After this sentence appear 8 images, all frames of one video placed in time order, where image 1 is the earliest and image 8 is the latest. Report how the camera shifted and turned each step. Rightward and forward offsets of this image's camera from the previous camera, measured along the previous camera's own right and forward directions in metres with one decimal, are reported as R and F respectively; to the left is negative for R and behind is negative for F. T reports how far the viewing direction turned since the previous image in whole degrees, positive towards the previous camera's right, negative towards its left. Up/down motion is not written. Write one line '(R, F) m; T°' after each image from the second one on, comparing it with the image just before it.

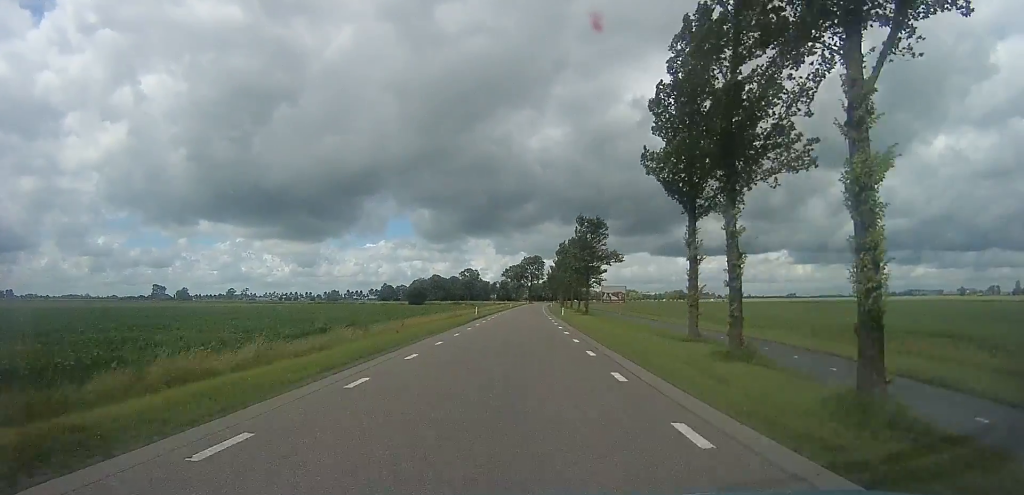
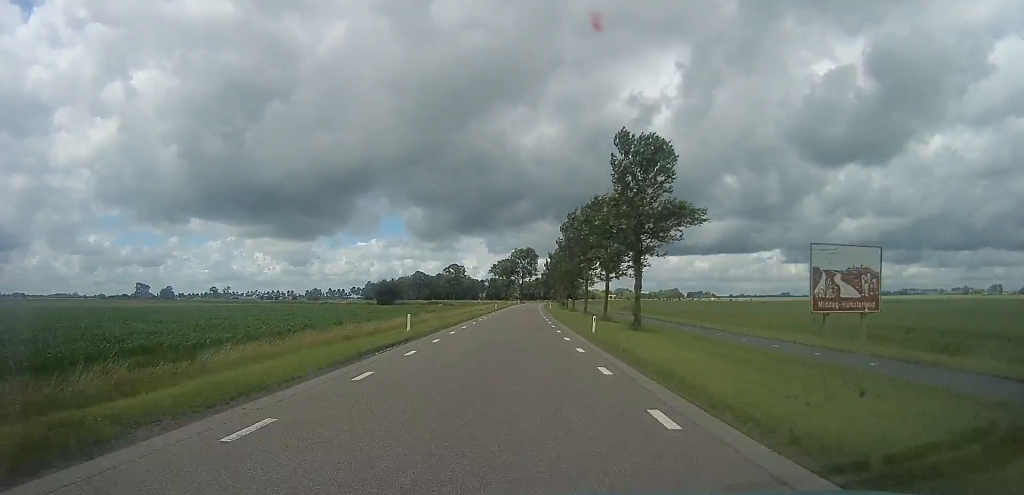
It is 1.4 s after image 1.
(+2.2, +23.7) m; +3°
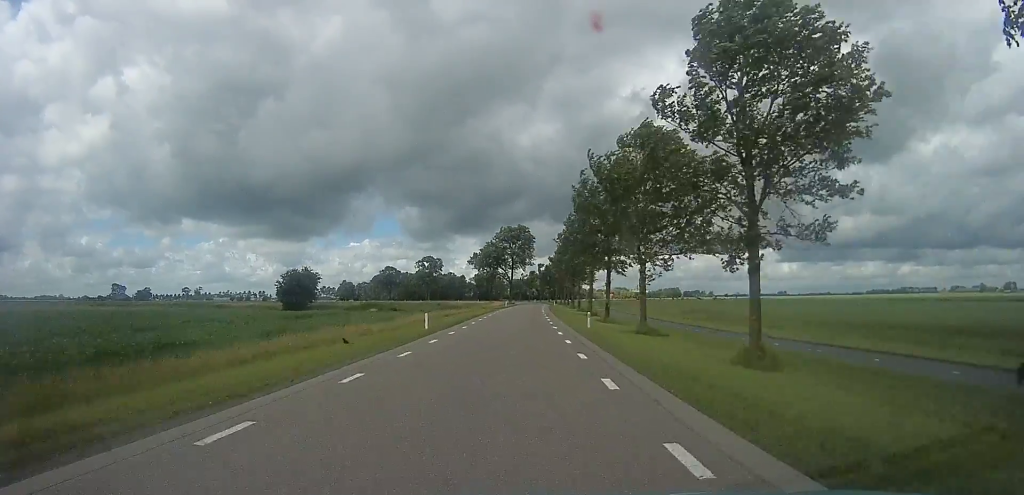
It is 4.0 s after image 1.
(-1.6, +46.1) m; +2°
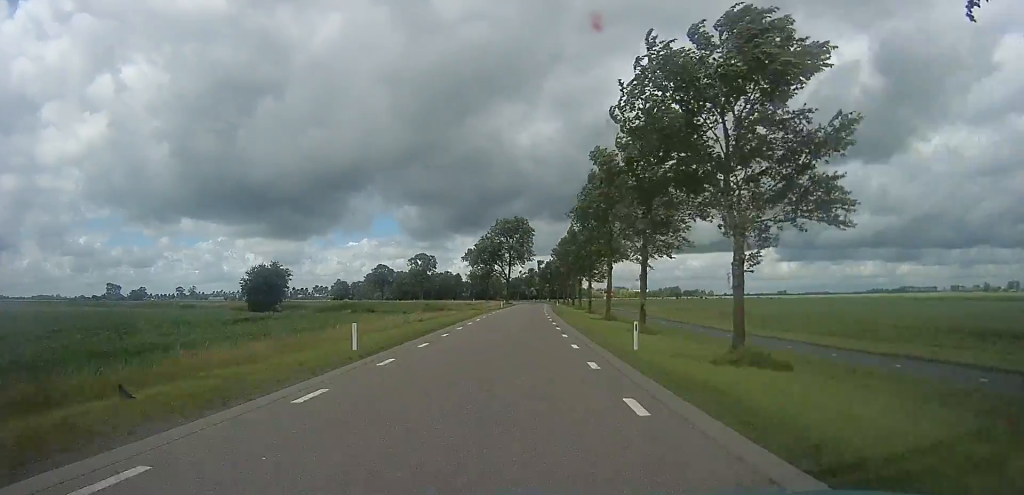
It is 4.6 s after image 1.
(0.0, +10.1) m; 0°
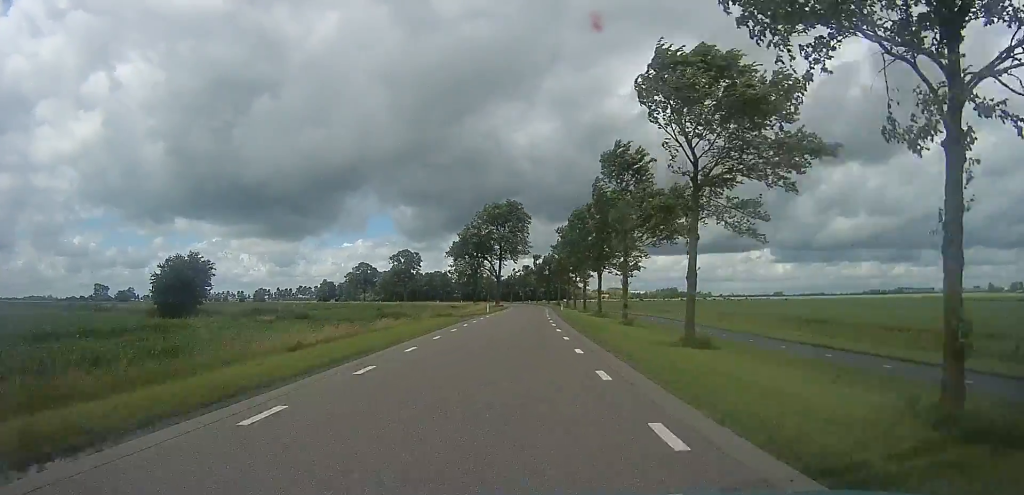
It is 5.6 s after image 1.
(0.0, +17.8) m; 0°
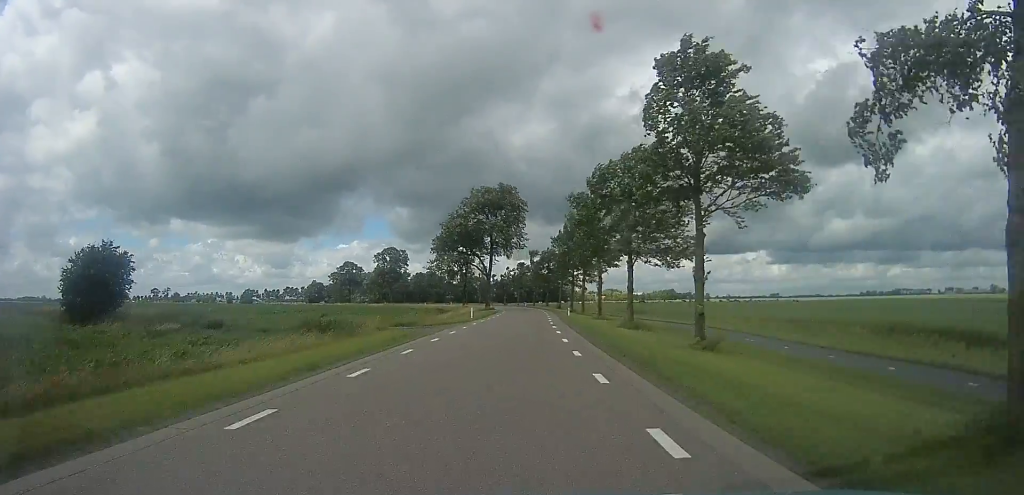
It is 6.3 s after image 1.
(0.0, +12.4) m; -1°
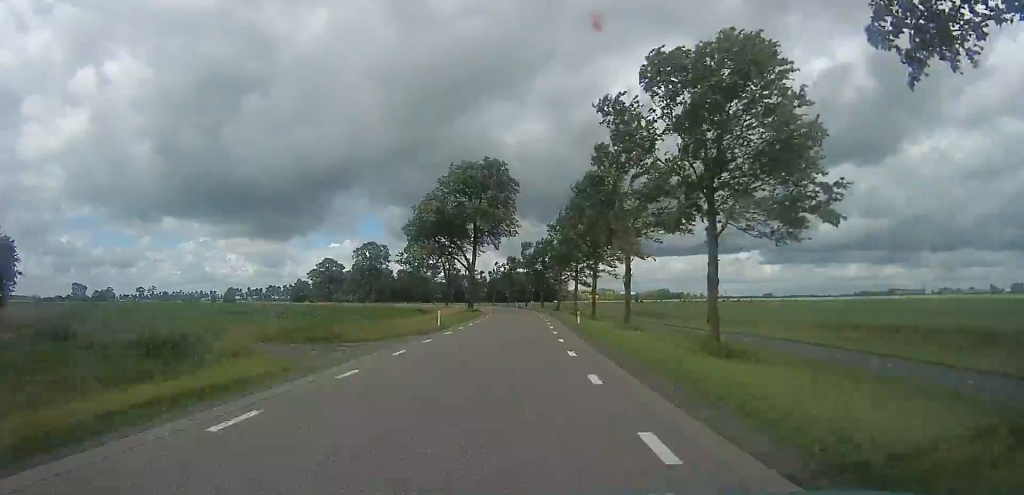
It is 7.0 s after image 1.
(+0.2, +12.3) m; -2°
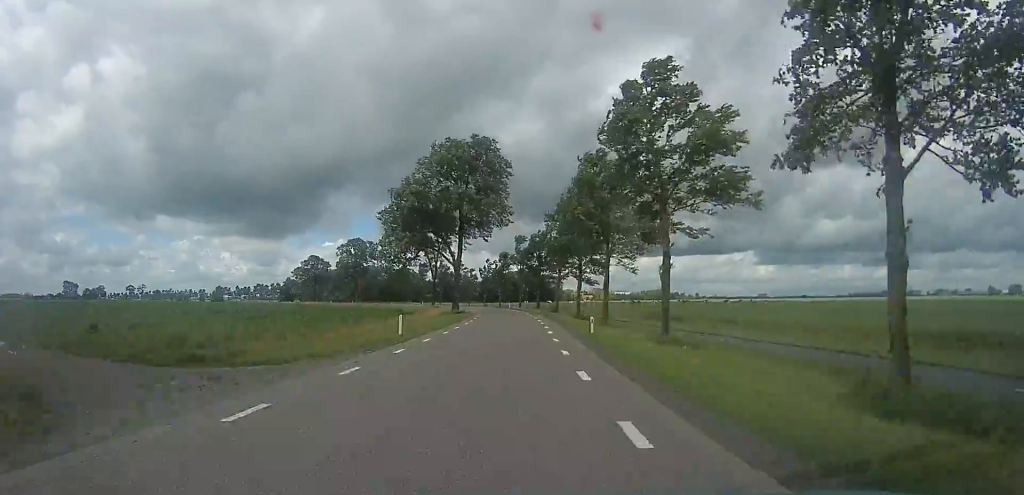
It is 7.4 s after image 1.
(-0.3, +7.4) m; 0°
